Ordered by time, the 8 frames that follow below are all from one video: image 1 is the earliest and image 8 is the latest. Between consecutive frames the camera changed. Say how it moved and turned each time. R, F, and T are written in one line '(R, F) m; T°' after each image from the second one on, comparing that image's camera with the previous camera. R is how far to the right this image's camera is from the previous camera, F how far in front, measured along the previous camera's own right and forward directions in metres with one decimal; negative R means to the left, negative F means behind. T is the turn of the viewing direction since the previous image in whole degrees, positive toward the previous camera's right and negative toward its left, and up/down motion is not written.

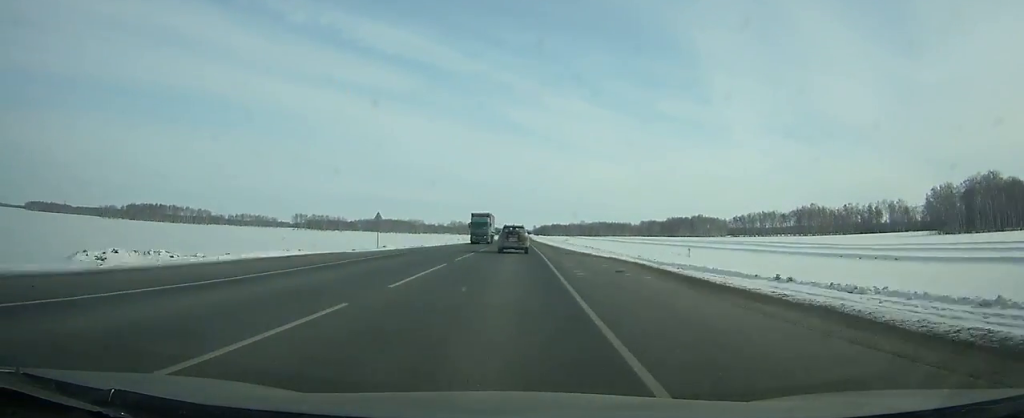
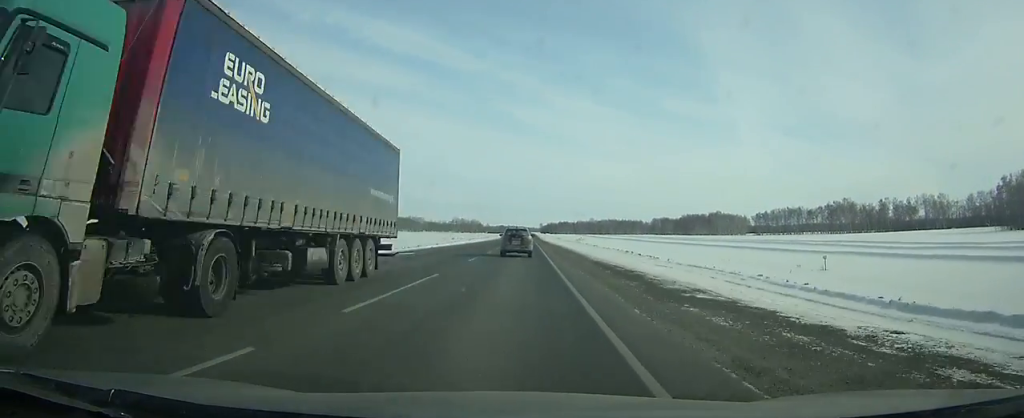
(-0.1, +40.0) m; 0°
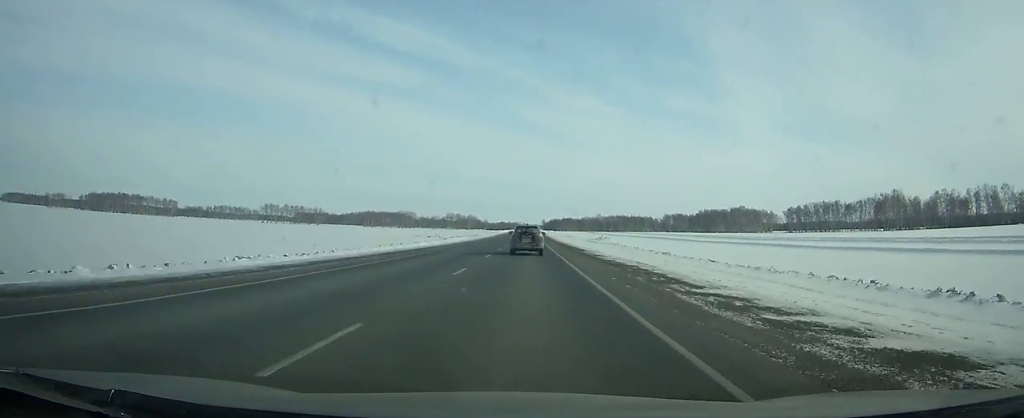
(-0.1, +57.2) m; 0°
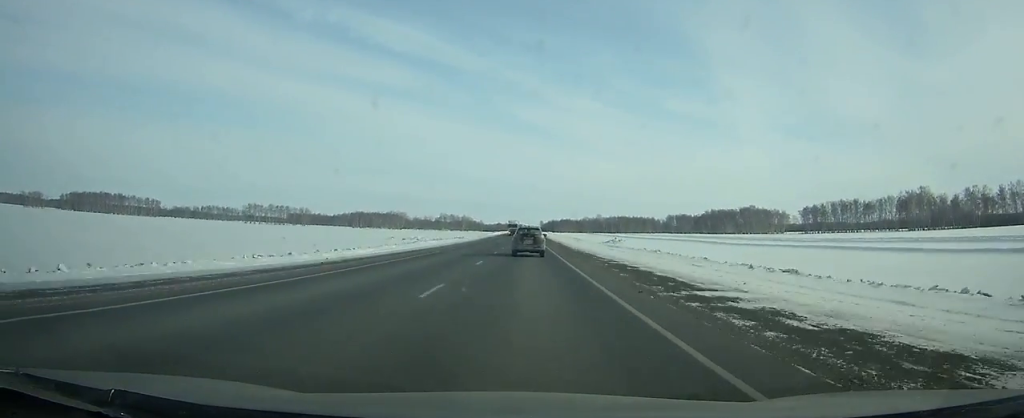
(0.0, +29.7) m; 0°
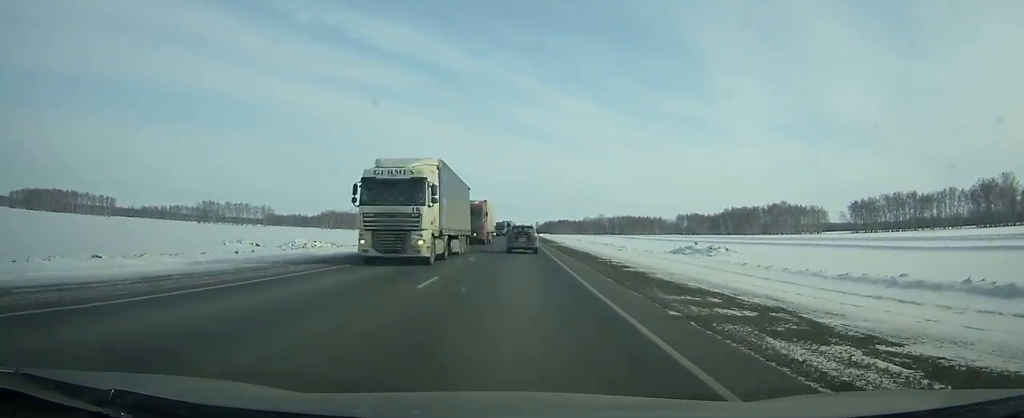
(+0.2, +71.9) m; 0°
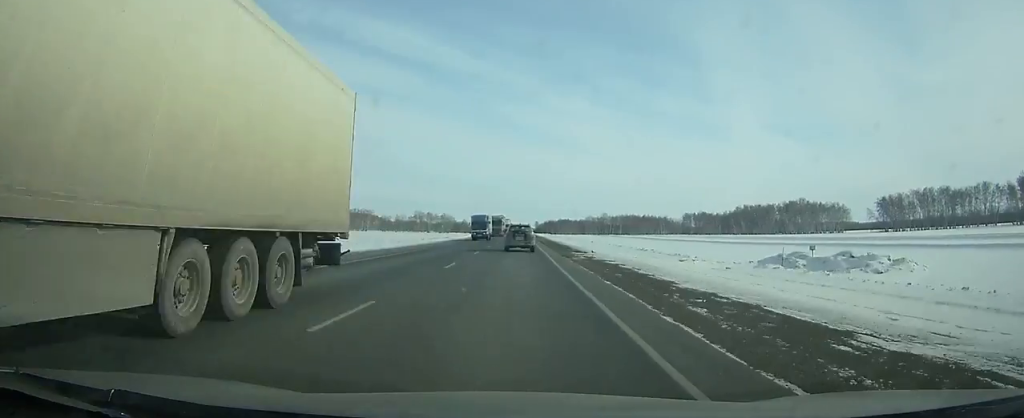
(+0.1, +29.7) m; 0°
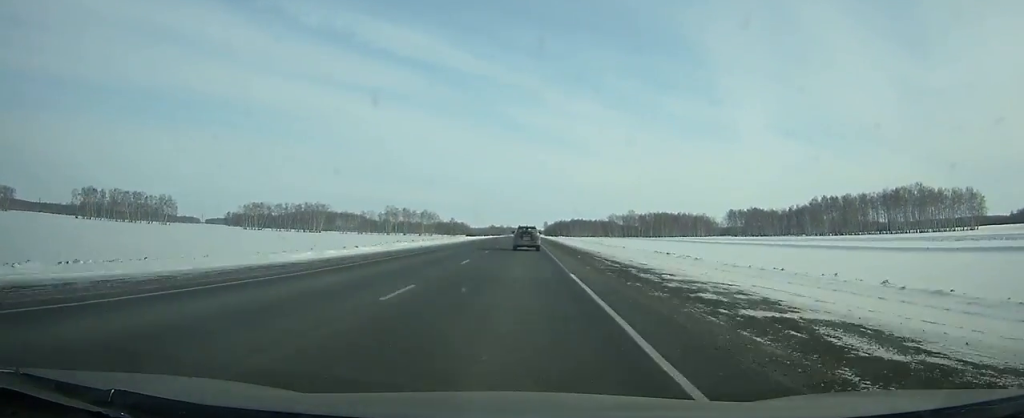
(-0.5, +115.3) m; 0°
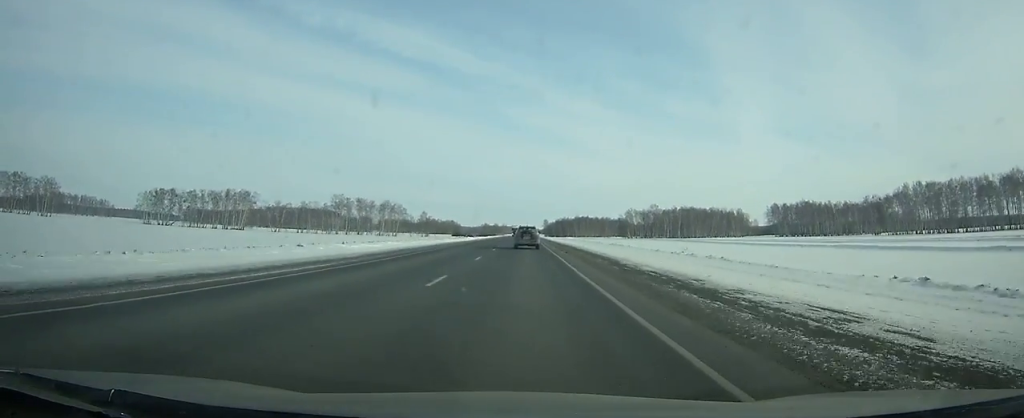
(0.0, +94.3) m; 0°
